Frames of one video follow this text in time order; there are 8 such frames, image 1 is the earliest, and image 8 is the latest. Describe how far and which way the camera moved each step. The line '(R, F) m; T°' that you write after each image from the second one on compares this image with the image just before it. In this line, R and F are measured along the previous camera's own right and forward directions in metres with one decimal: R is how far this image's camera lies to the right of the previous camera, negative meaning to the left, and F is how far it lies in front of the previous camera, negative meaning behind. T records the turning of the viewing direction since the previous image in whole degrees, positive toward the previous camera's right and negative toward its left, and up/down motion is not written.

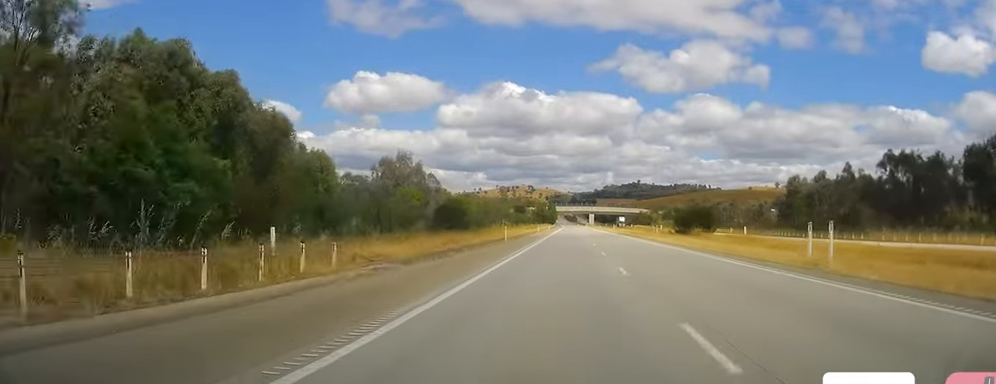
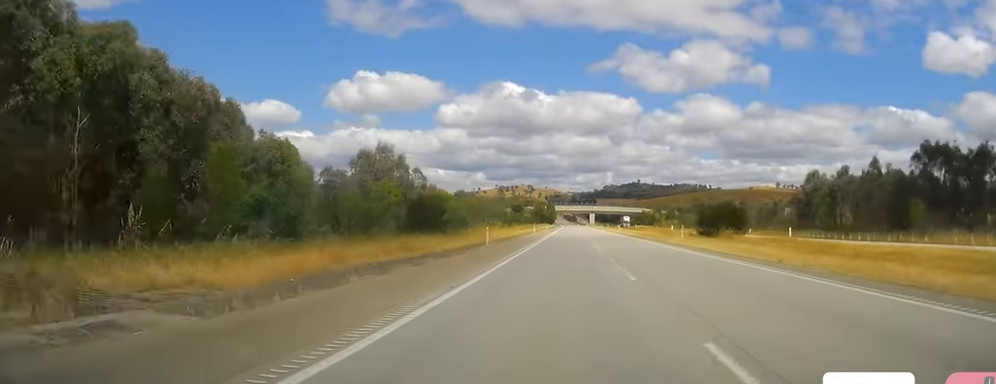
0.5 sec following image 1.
(+0.1, +13.4) m; 0°
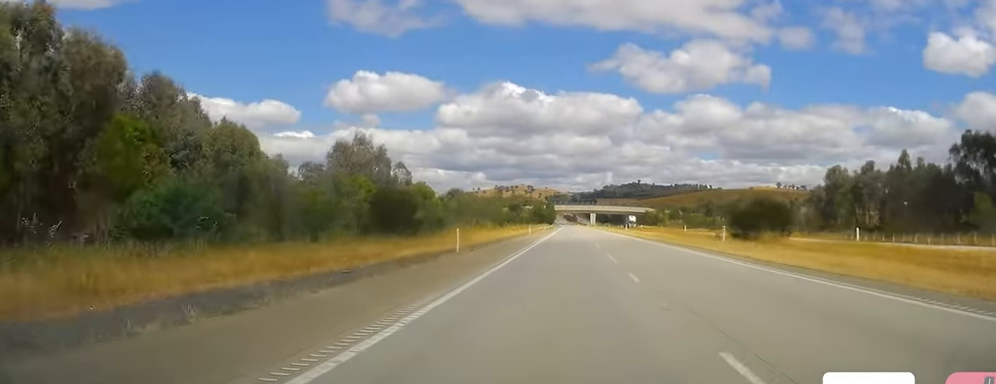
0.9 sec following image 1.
(-0.2, +12.5) m; 0°
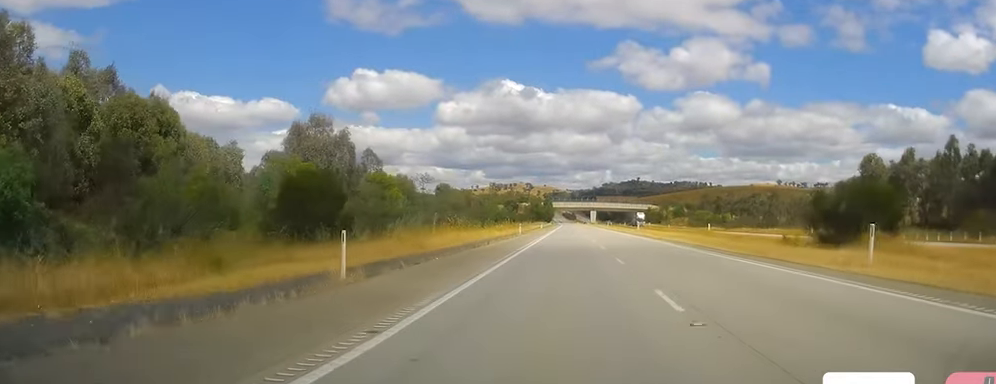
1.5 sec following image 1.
(-0.2, +17.3) m; 0°
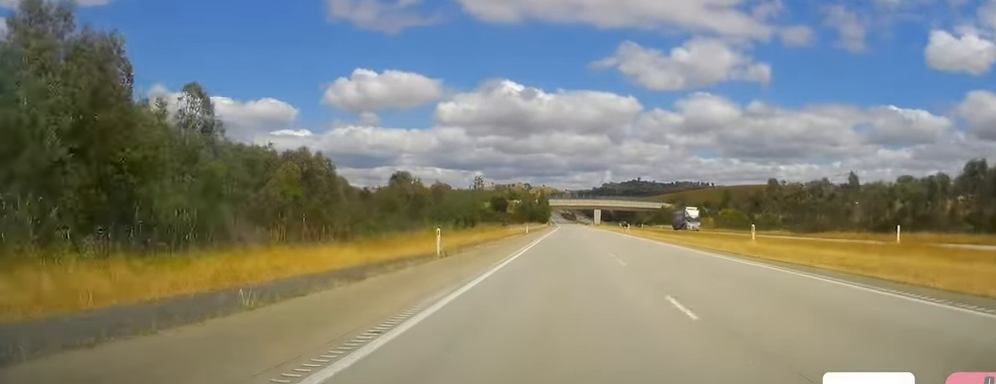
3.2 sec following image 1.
(+0.9, +48.0) m; 0°
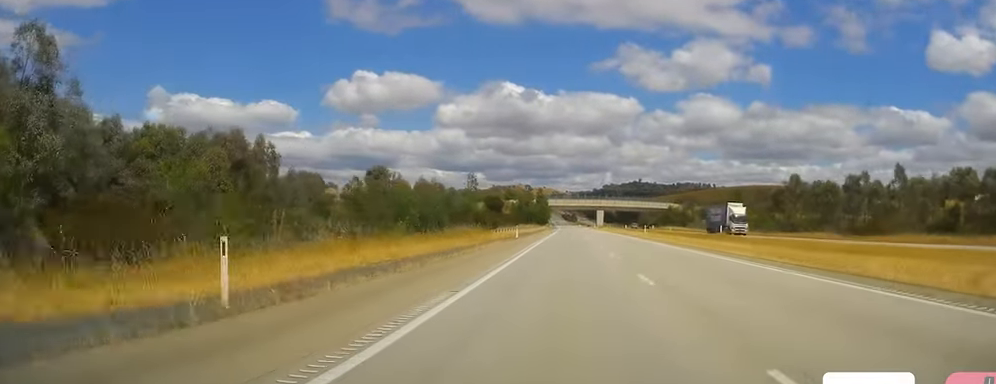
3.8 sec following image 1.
(-0.2, +18.2) m; 0°
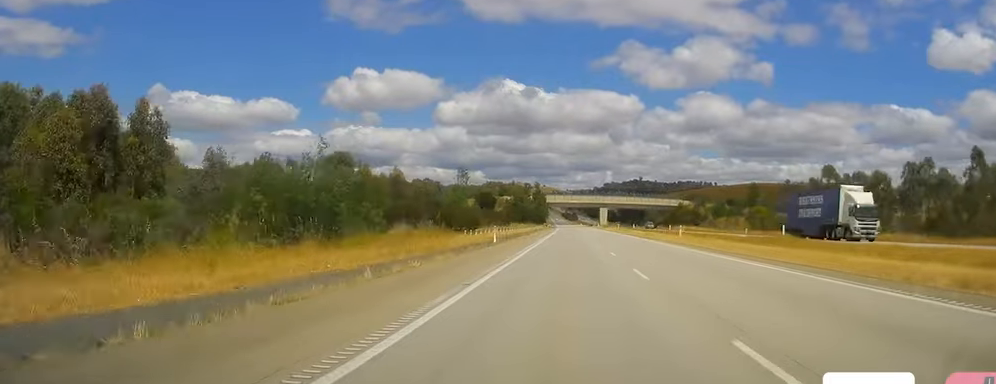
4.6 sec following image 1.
(-0.3, +22.1) m; 0°
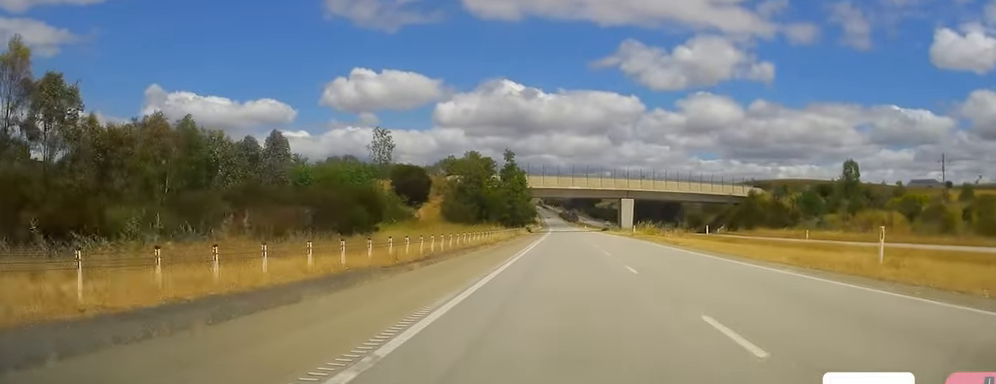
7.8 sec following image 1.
(+0.7, +92.2) m; +1°
